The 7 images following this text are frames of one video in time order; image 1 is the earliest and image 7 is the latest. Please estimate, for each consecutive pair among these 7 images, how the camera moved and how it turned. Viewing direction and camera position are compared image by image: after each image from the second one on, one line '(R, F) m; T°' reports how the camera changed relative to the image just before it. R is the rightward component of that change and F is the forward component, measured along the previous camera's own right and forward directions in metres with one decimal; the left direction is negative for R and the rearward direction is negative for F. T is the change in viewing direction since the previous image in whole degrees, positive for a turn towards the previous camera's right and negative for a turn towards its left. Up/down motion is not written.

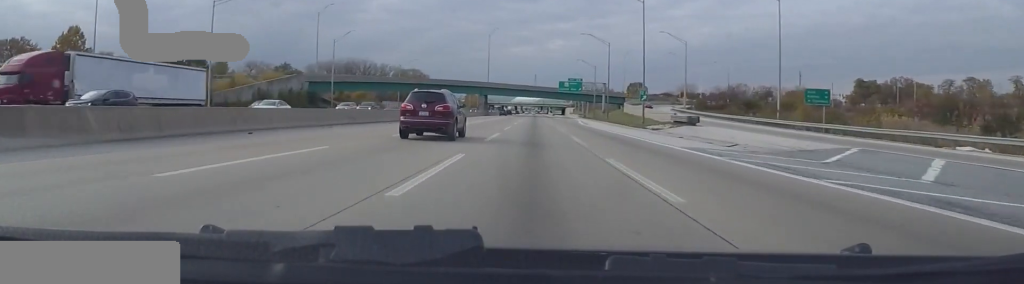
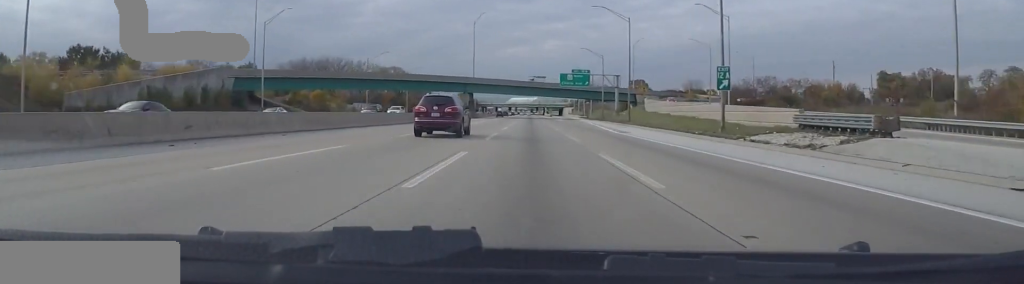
(+0.2, +29.8) m; +1°
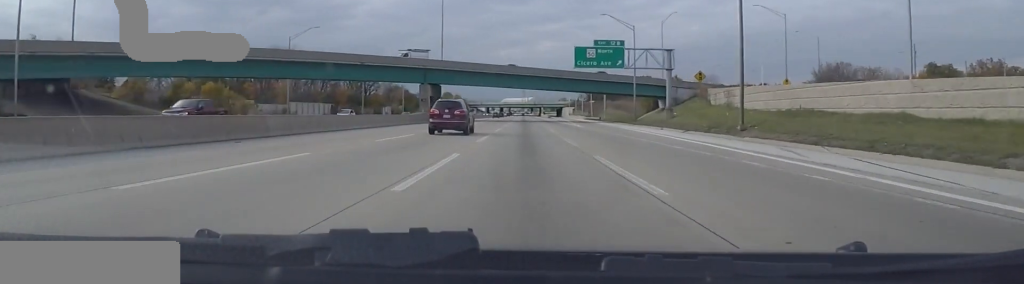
(+0.1, +45.8) m; -2°
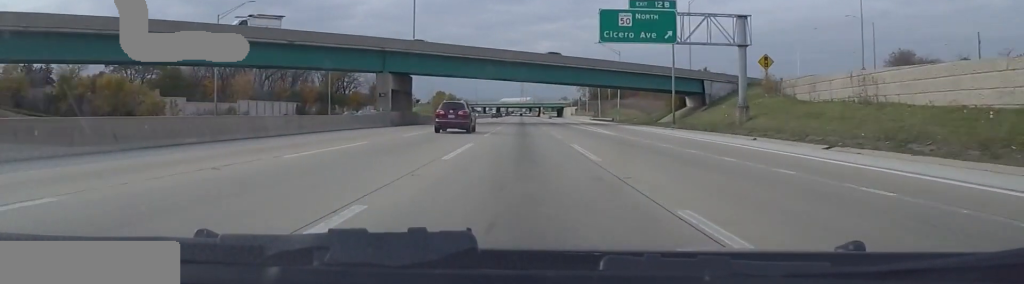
(-1.0, +23.8) m; 0°
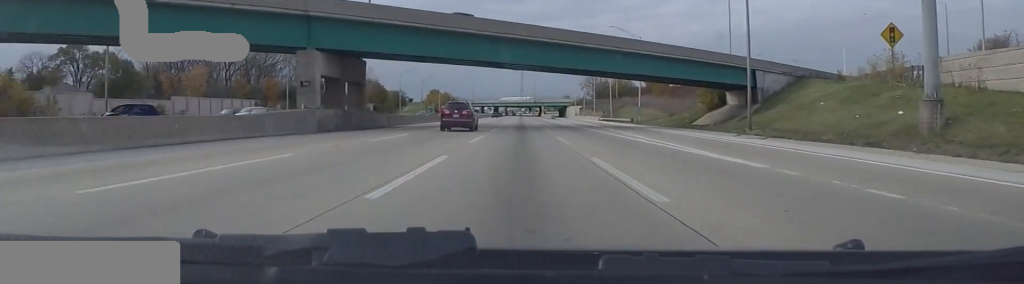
(+0.8, +21.9) m; +1°
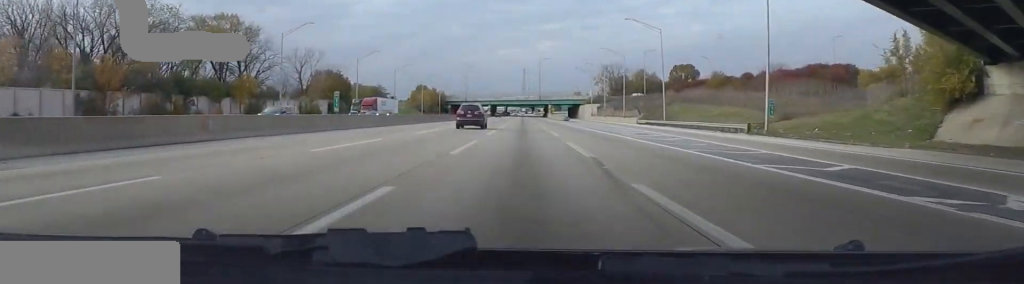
(+0.2, +51.6) m; 0°
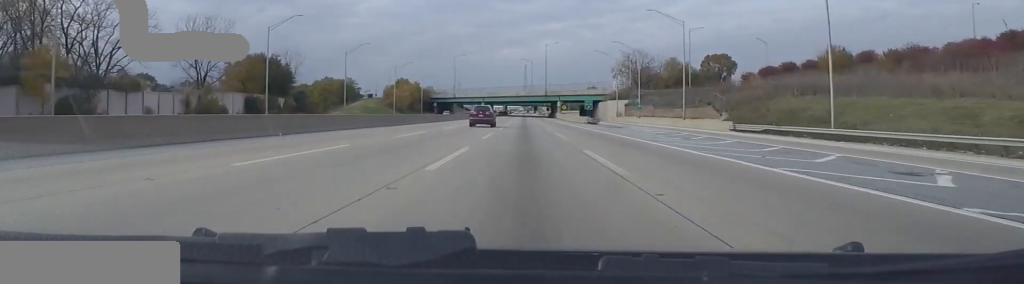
(-1.1, +51.3) m; -1°
